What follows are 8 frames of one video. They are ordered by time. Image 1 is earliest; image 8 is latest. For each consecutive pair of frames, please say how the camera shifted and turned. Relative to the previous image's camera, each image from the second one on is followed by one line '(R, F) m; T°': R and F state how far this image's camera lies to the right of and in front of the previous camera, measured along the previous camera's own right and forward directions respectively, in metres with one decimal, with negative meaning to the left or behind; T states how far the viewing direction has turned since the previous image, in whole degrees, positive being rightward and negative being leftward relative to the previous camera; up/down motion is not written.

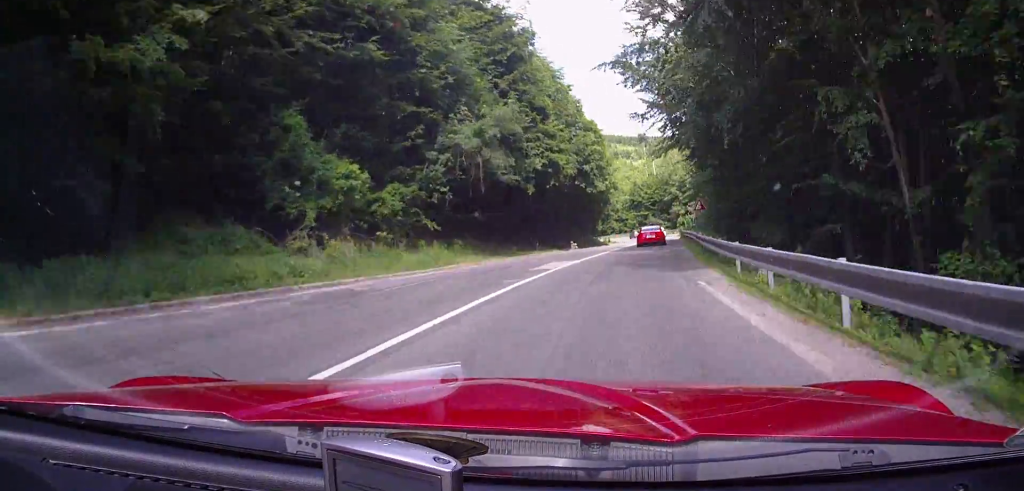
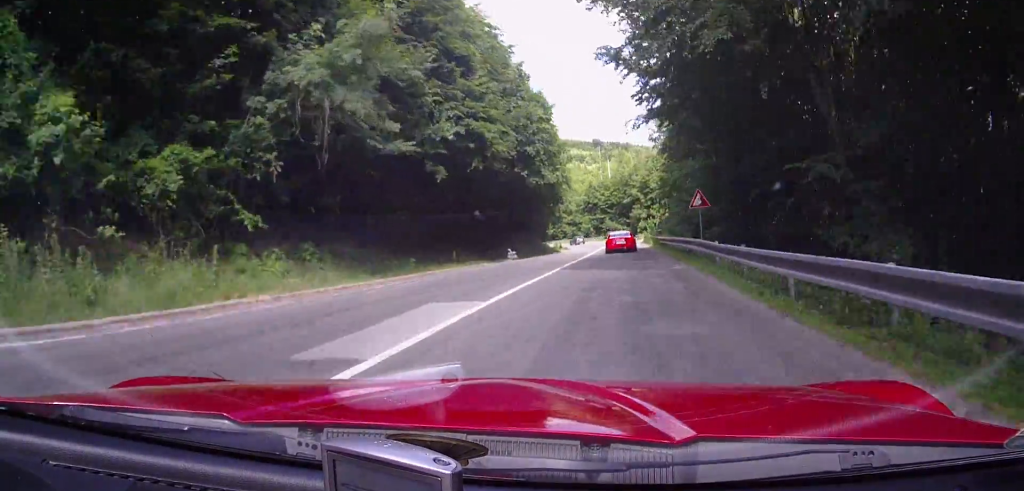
(-0.1, +10.5) m; +4°
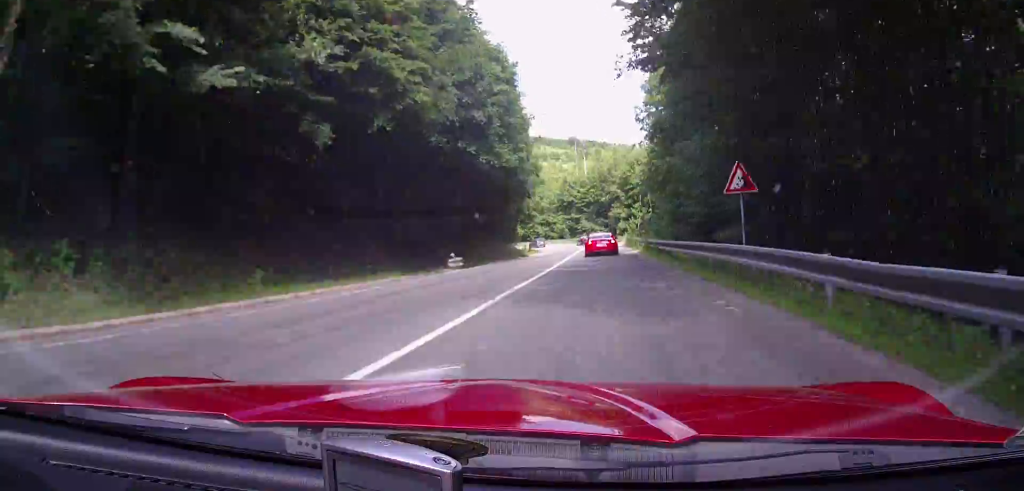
(+0.6, +8.9) m; +3°
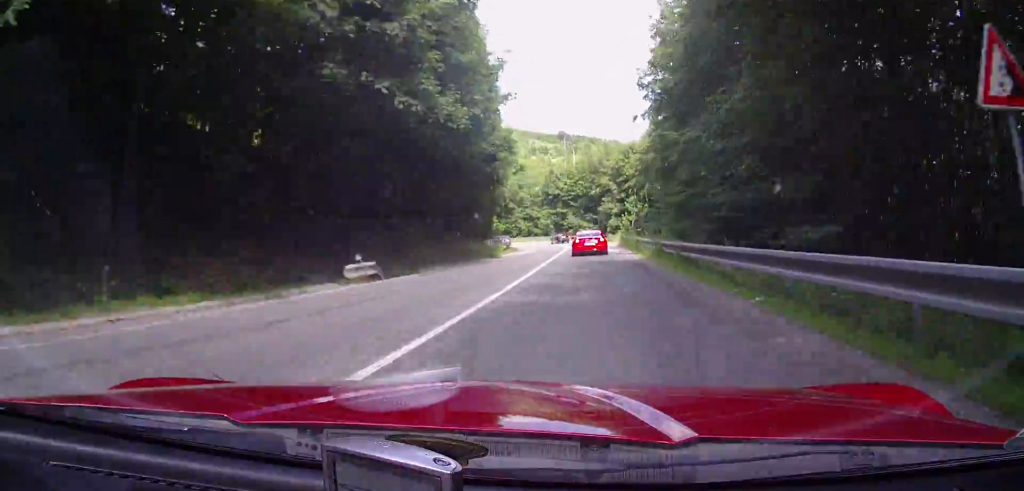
(+0.1, +9.6) m; +4°
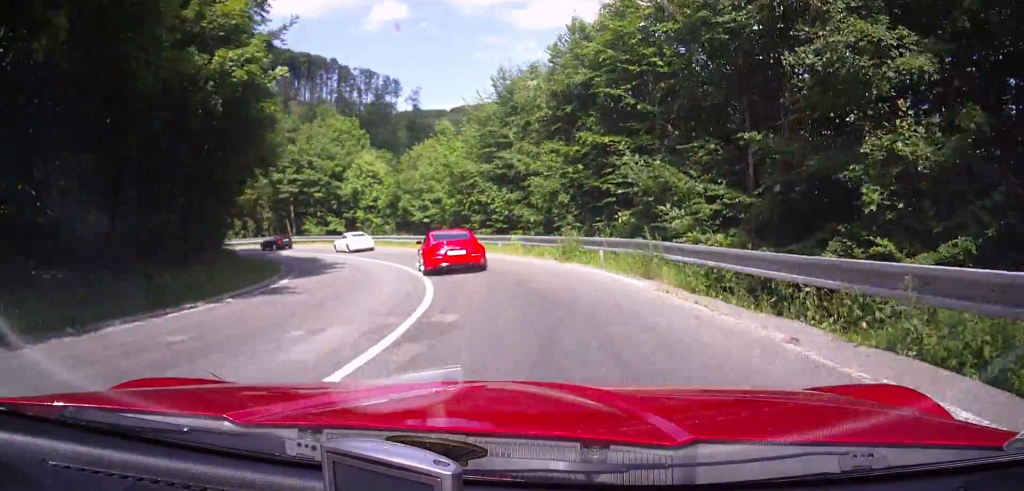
(+11.7, +83.2) m; +10°
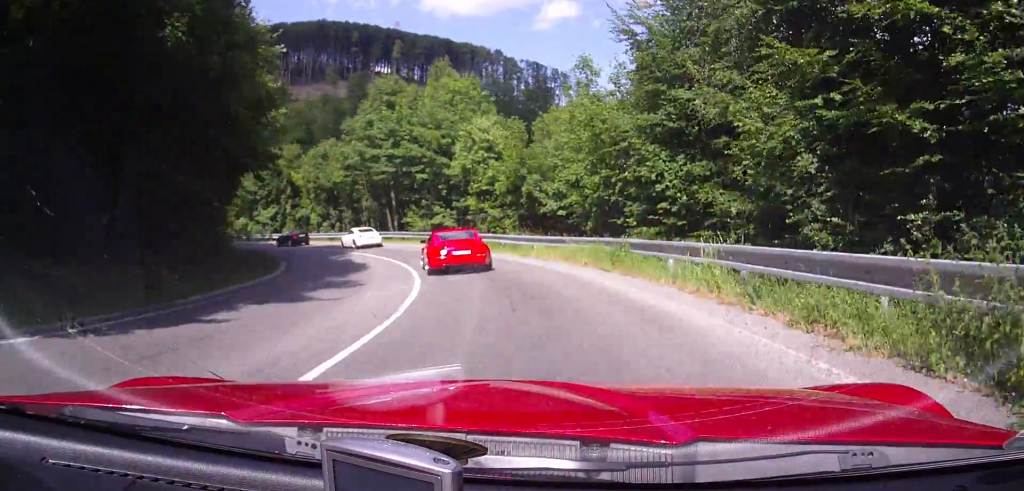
(0.0, +20.7) m; 0°
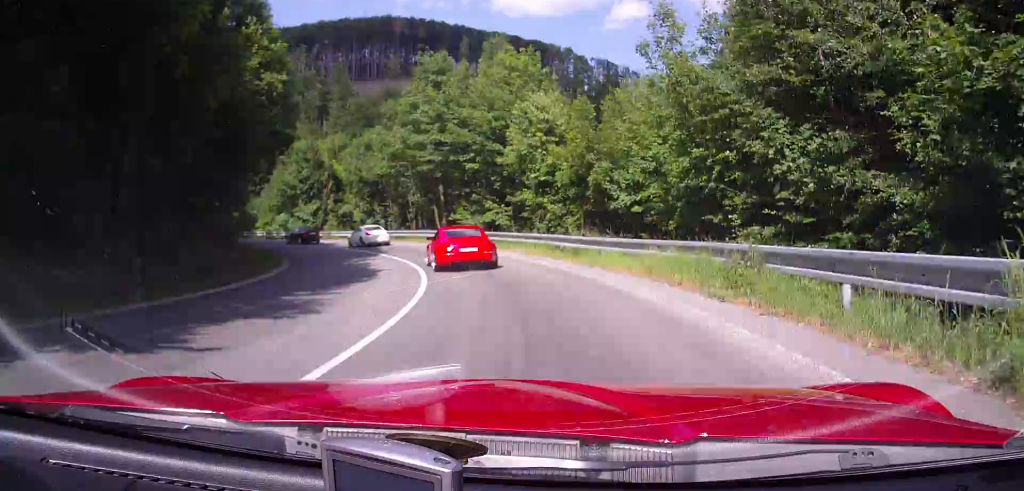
(0.0, +7.7) m; 0°
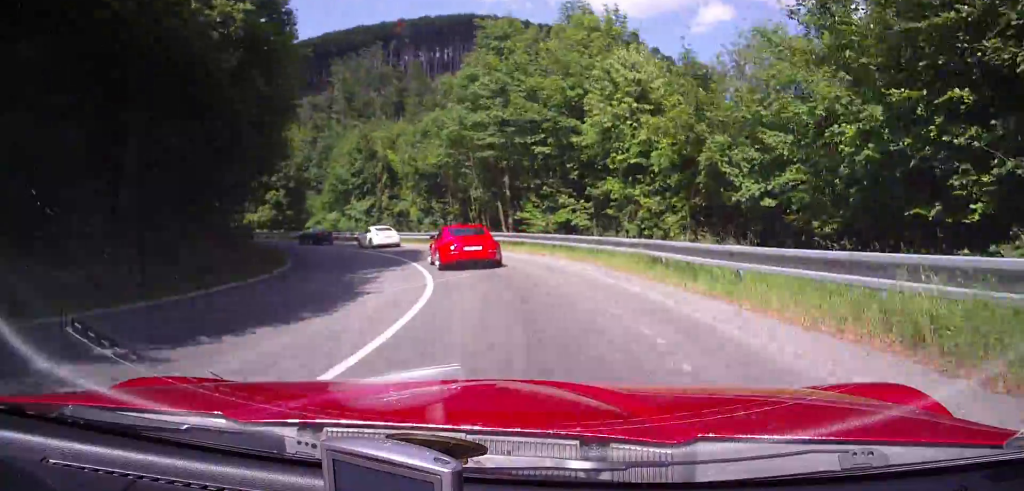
(-0.1, +8.9) m; -4°
